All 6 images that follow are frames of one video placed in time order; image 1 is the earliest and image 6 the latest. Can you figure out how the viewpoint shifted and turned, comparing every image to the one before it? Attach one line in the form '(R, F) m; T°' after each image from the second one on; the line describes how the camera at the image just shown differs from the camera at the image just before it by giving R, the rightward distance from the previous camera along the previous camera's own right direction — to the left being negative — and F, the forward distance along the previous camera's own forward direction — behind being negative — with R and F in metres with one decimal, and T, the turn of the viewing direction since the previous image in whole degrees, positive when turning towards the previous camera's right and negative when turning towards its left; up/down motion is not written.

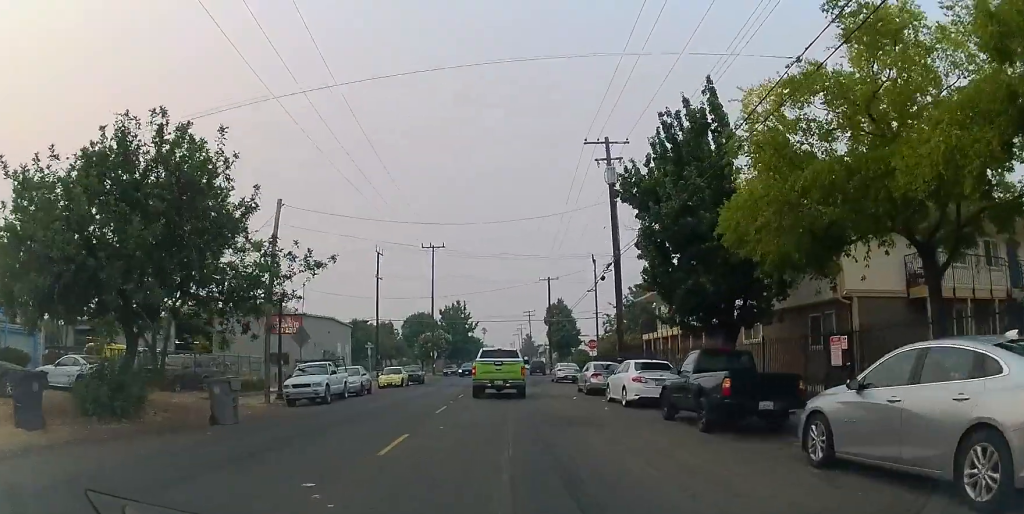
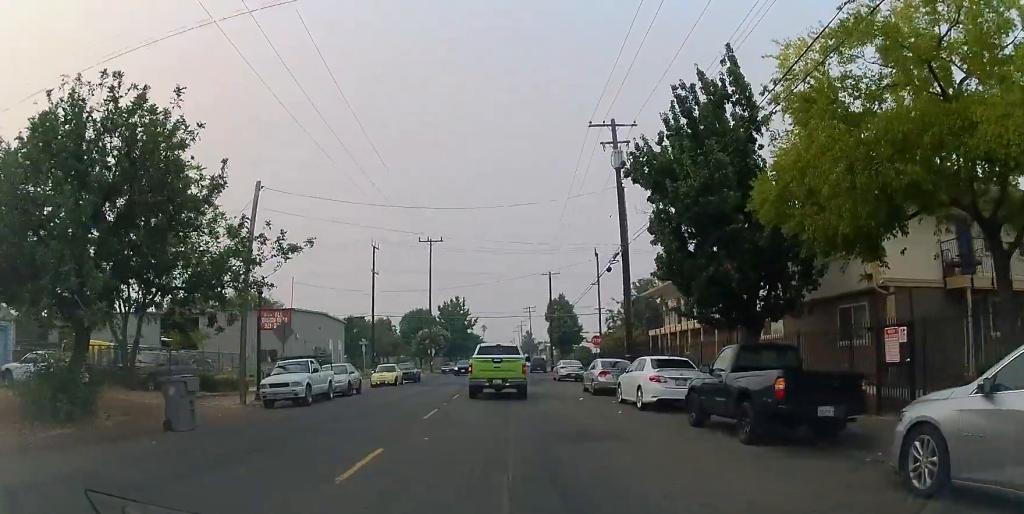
(0.0, +2.1) m; 0°
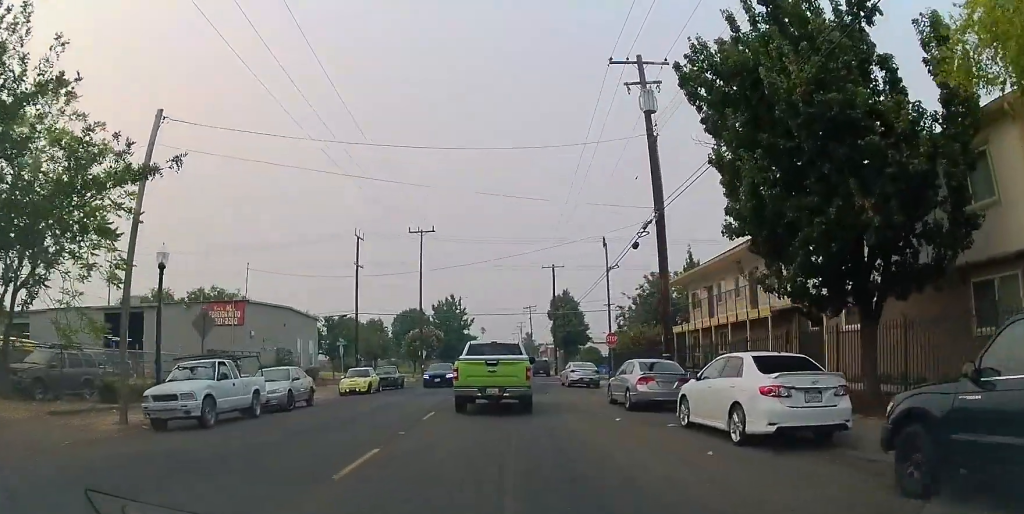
(0.0, +7.7) m; 0°
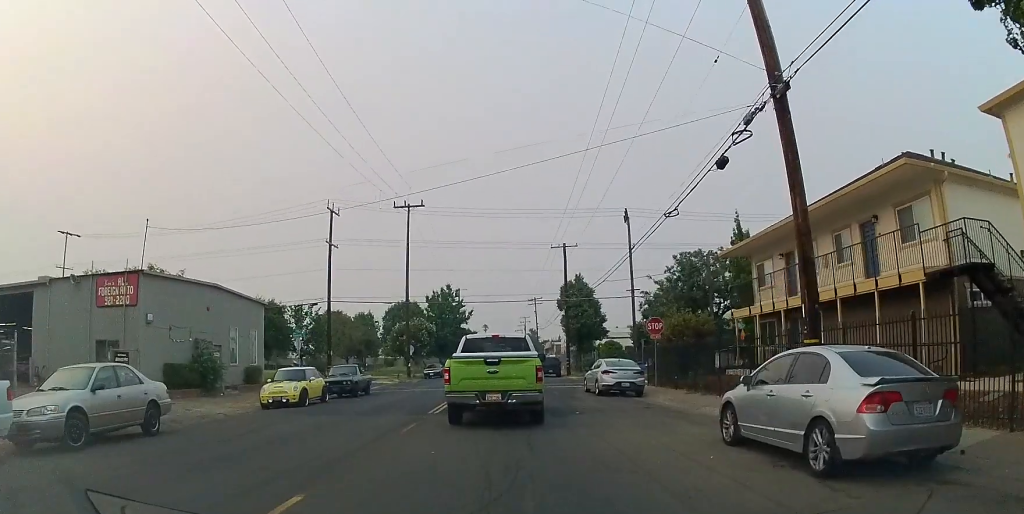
(0.0, +10.3) m; 0°
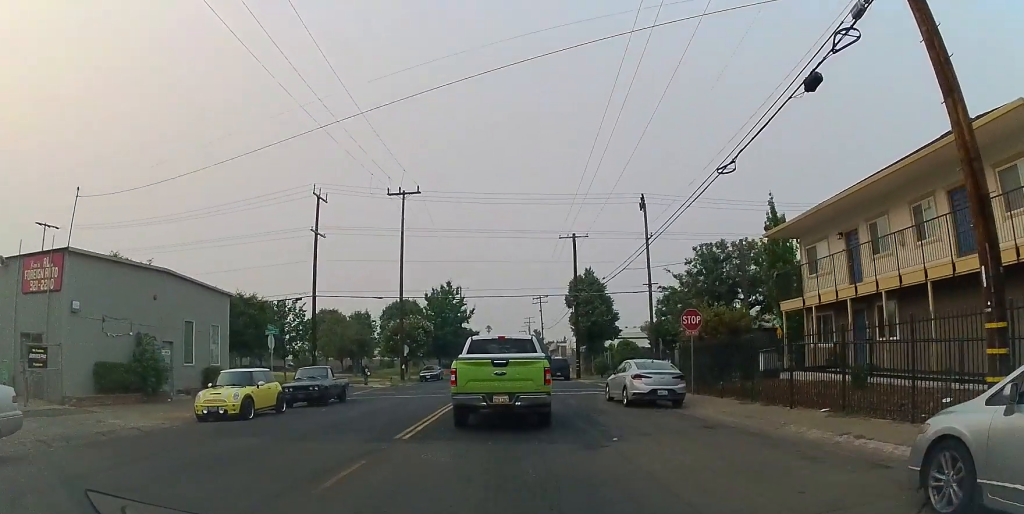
(0.0, +5.2) m; 0°
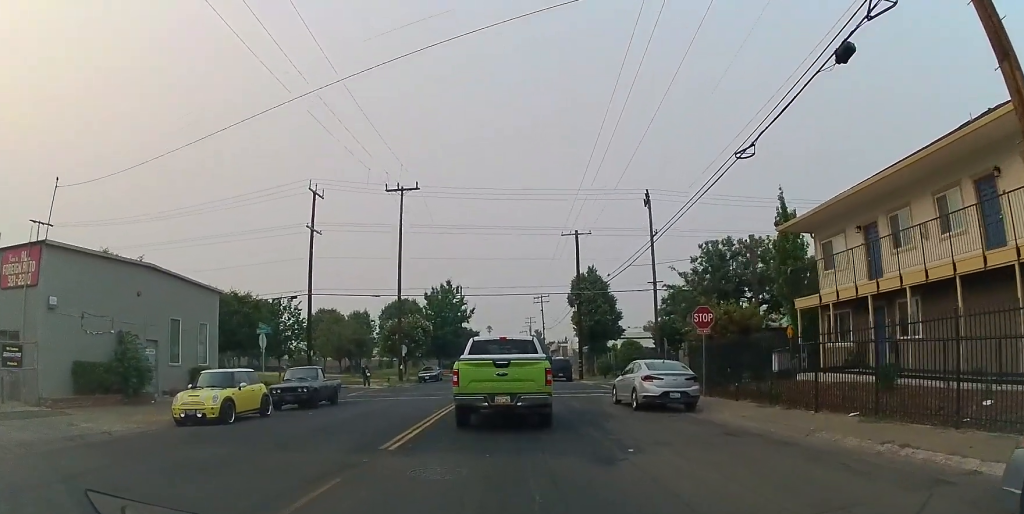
(0.0, +1.3) m; 0°
